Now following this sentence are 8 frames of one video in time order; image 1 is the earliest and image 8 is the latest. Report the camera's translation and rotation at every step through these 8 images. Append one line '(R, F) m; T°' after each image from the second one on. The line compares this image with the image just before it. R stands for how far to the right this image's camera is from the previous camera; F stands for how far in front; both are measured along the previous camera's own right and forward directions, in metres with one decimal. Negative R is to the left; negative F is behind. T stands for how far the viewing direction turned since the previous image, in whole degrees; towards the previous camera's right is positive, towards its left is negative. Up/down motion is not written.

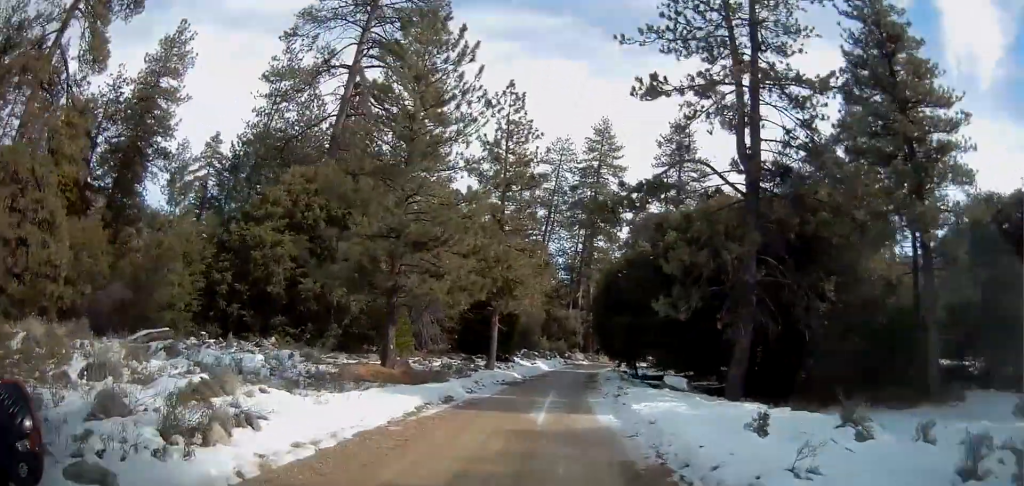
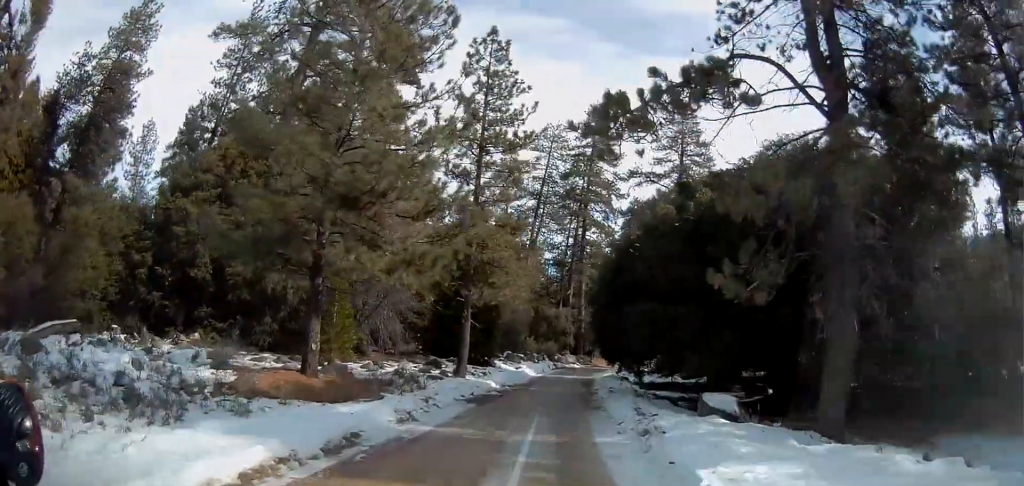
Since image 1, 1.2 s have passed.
(+0.2, +7.9) m; +1°
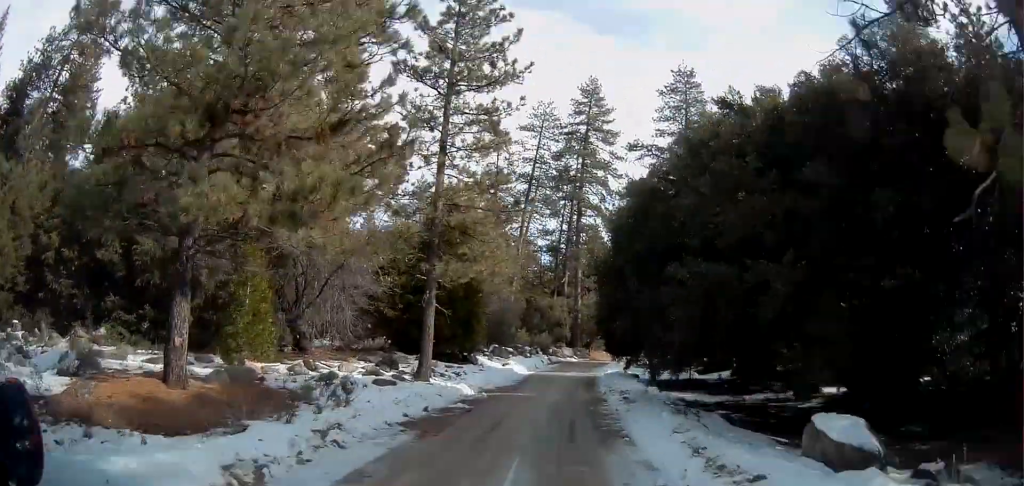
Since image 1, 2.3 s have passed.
(0.0, +7.4) m; 0°
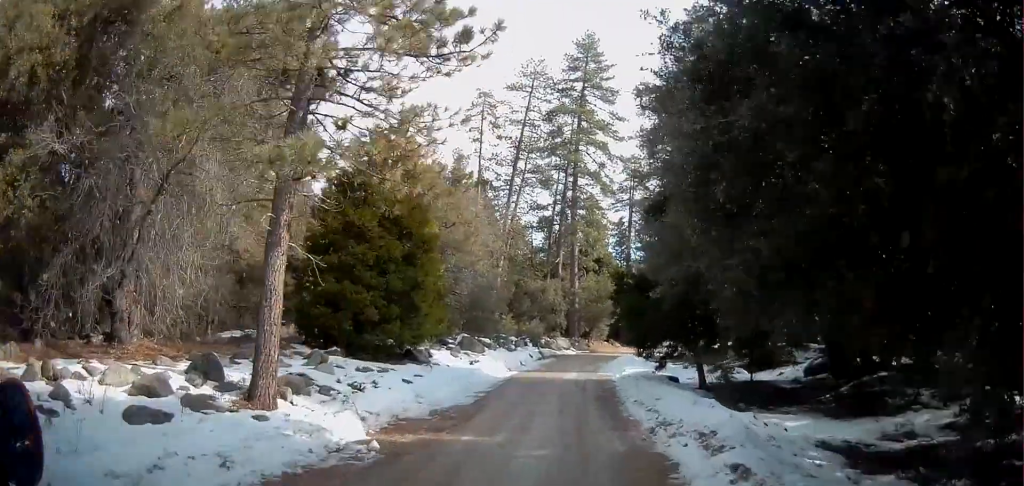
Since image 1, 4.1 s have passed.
(+0.2, +12.1) m; +2°
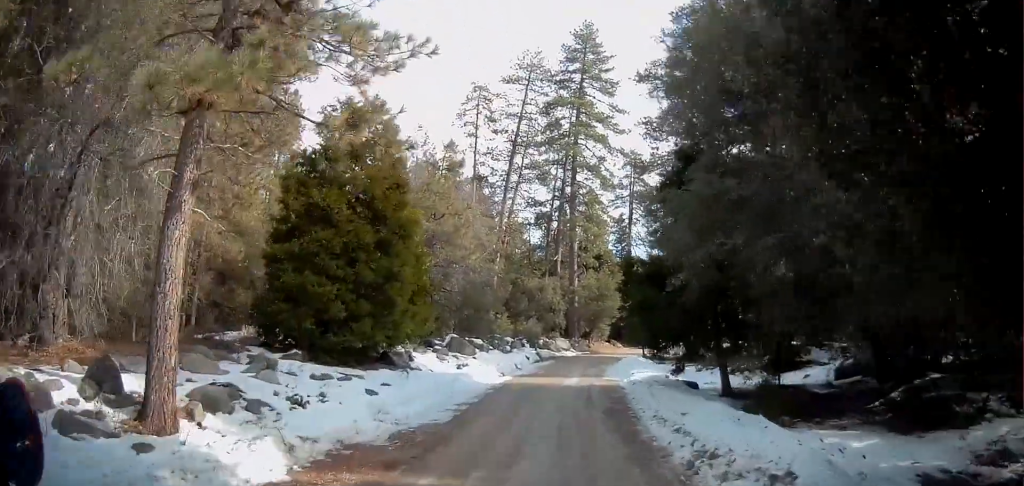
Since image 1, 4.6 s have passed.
(+0.1, +3.0) m; 0°
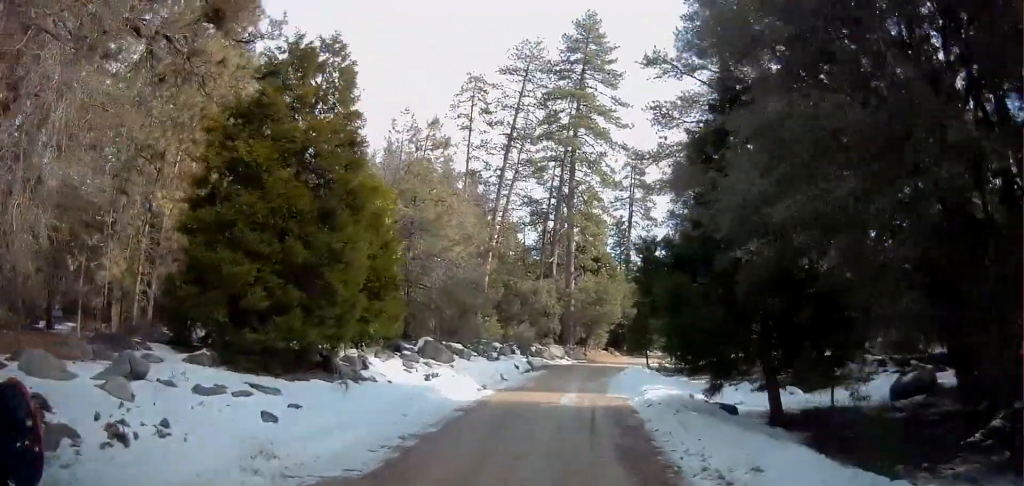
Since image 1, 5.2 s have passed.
(0.0, +4.6) m; 0°
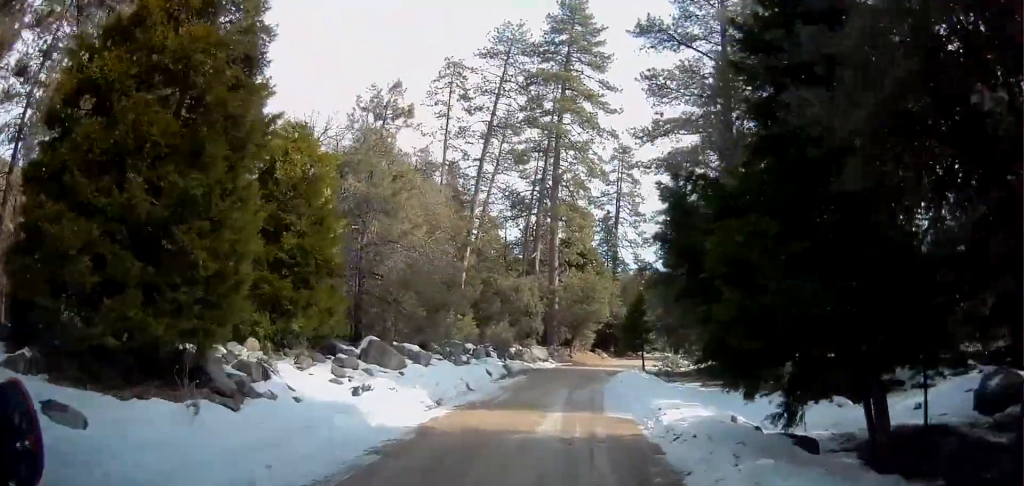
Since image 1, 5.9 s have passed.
(-0.1, +5.3) m; 0°
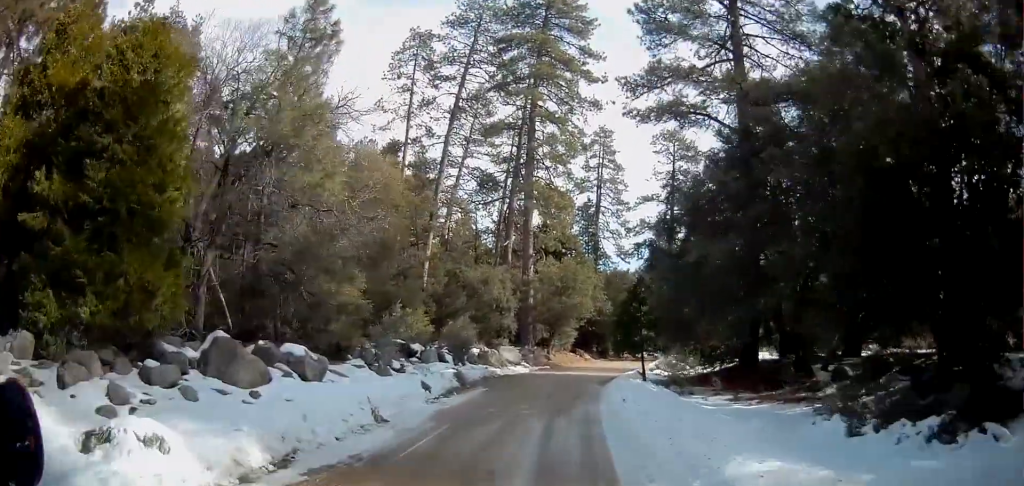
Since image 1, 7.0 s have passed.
(+0.1, +8.2) m; +1°
